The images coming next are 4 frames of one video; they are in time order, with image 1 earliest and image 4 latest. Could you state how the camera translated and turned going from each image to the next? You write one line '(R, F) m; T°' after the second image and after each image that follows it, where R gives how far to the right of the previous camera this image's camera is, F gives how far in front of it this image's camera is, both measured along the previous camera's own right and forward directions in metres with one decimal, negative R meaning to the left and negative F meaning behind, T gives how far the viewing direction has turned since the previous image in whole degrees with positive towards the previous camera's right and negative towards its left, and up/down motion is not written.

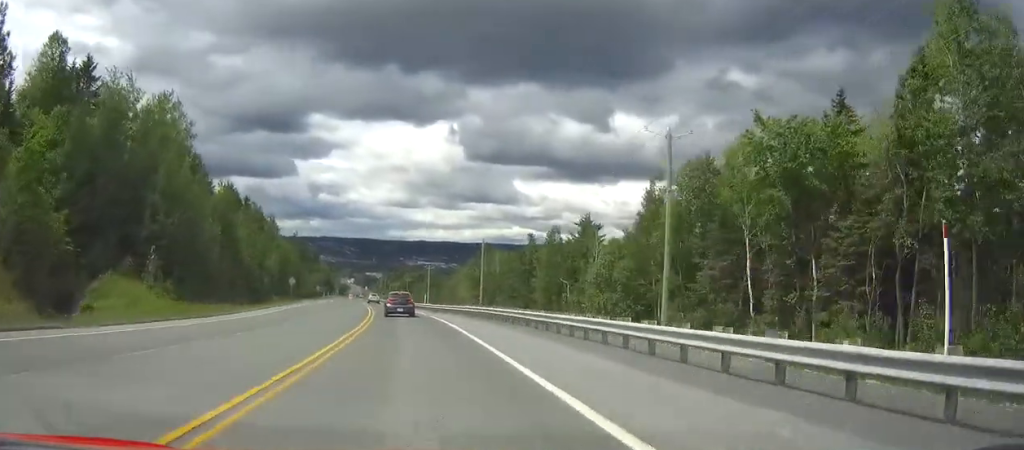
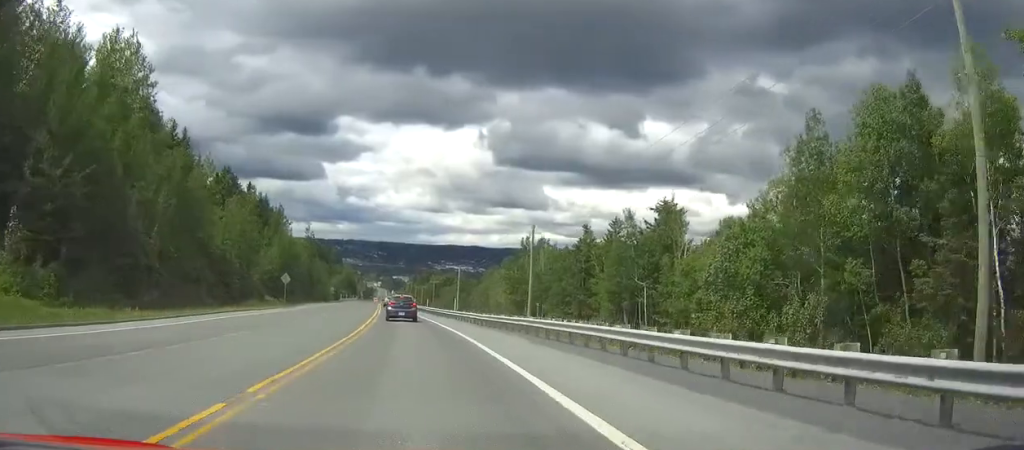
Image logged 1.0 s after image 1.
(-0.5, +20.8) m; -2°
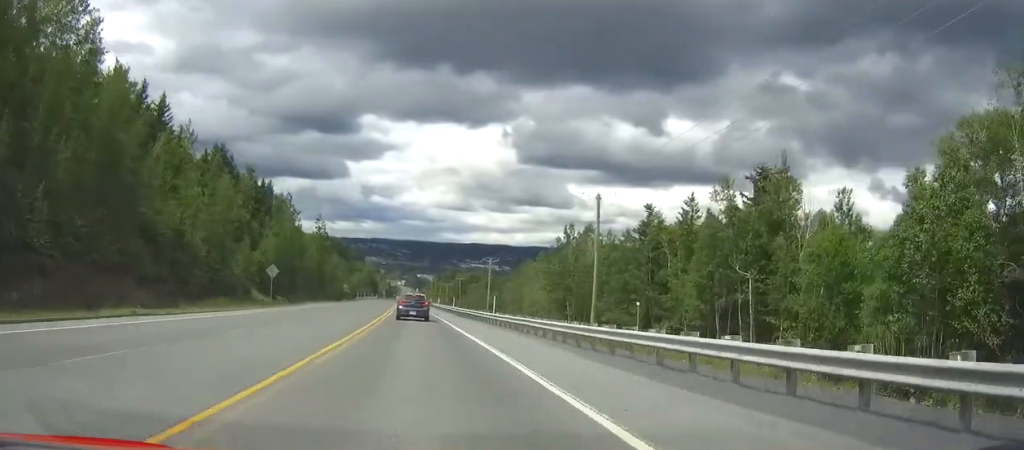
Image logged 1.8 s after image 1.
(-0.2, +17.3) m; -1°
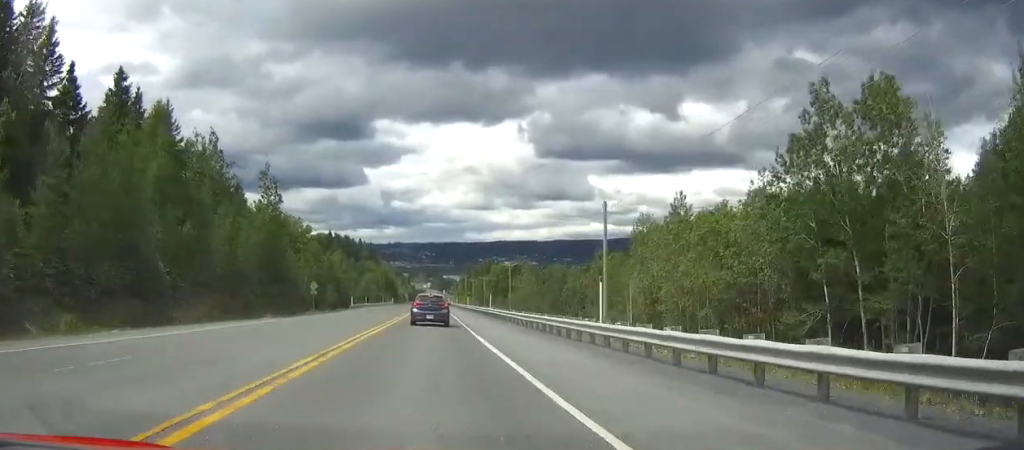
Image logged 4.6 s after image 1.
(-1.3, +61.1) m; -2°
